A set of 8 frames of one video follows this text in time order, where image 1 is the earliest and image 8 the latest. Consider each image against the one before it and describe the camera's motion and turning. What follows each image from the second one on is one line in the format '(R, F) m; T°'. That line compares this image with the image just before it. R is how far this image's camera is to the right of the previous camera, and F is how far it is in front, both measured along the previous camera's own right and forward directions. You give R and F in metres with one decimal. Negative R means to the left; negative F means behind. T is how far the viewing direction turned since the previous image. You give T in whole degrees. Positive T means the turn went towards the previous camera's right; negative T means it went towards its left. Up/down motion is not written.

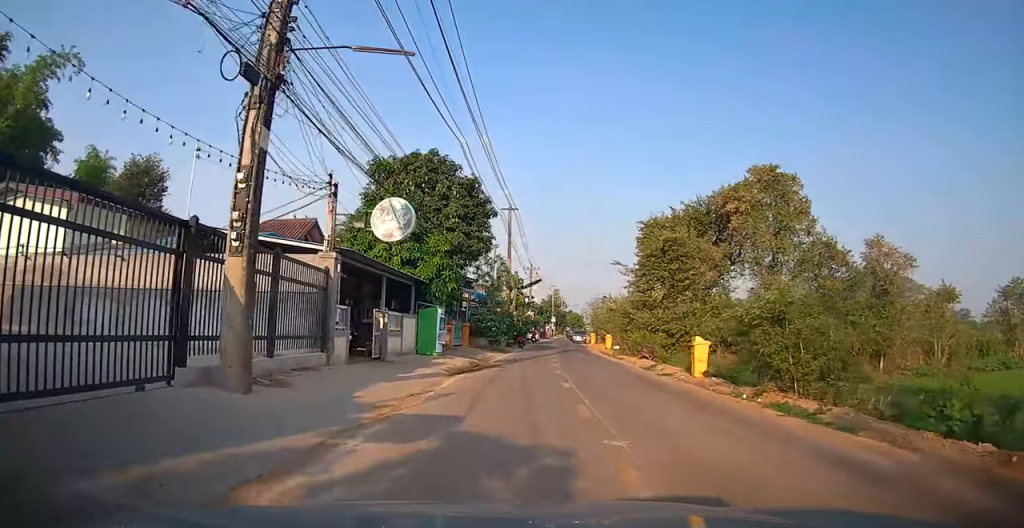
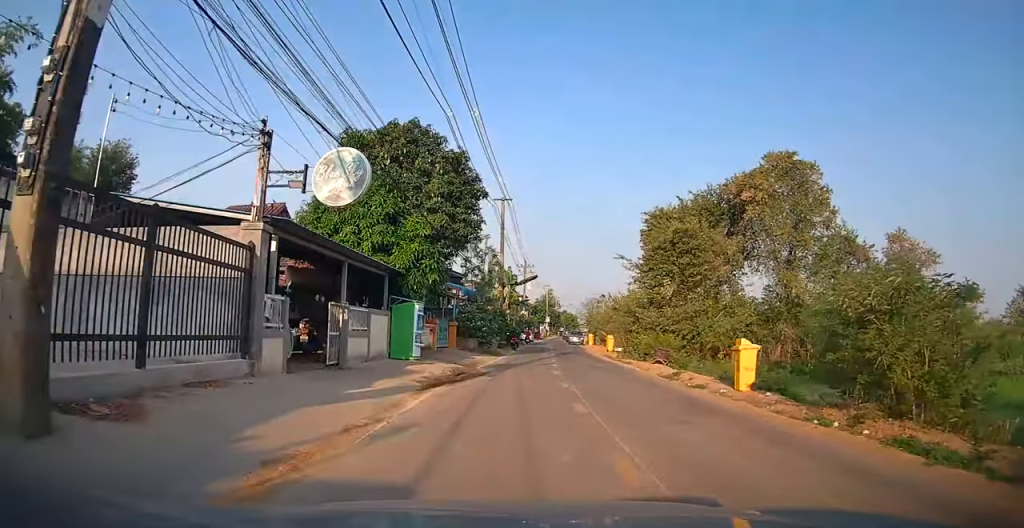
(+0.1, +3.5) m; +1°
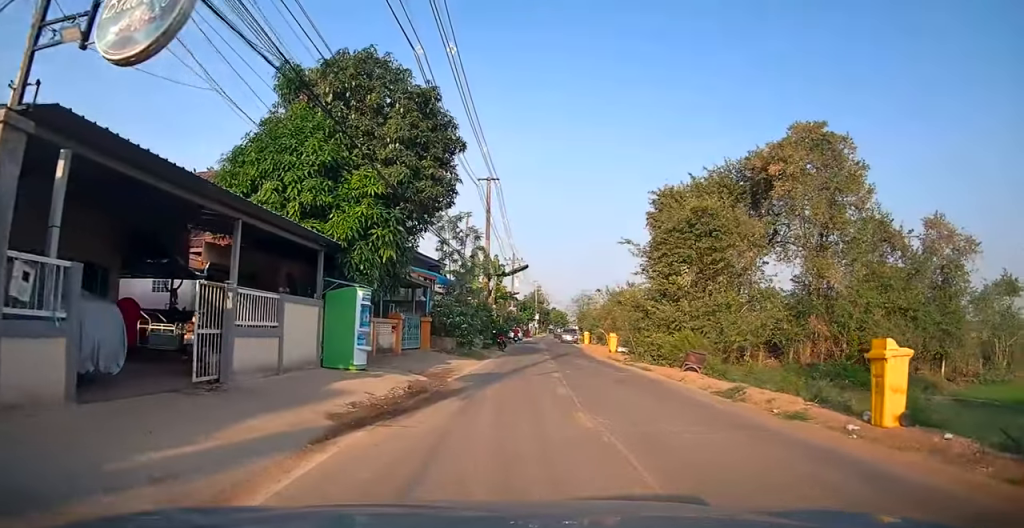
(0.0, +5.3) m; +2°
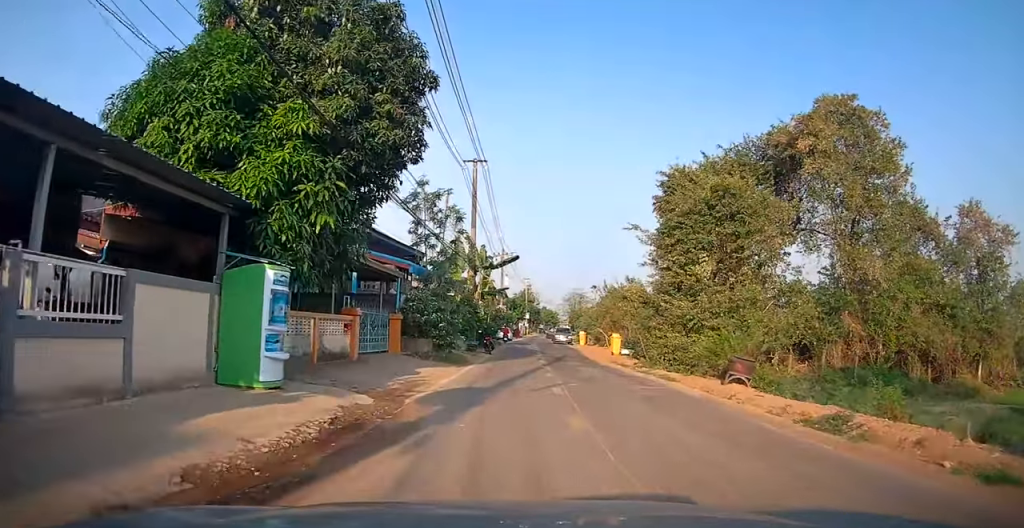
(-0.1, +4.2) m; +1°
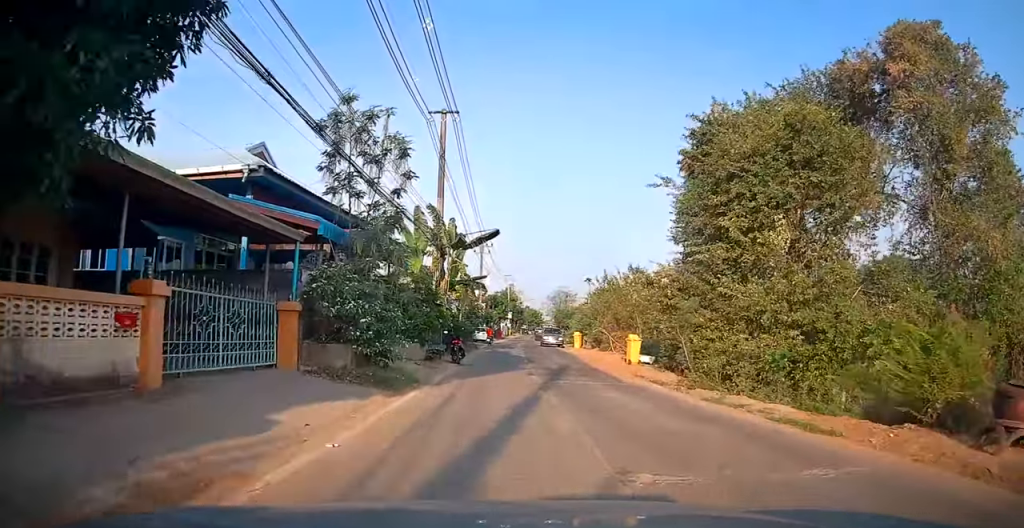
(+0.4, +8.9) m; 0°
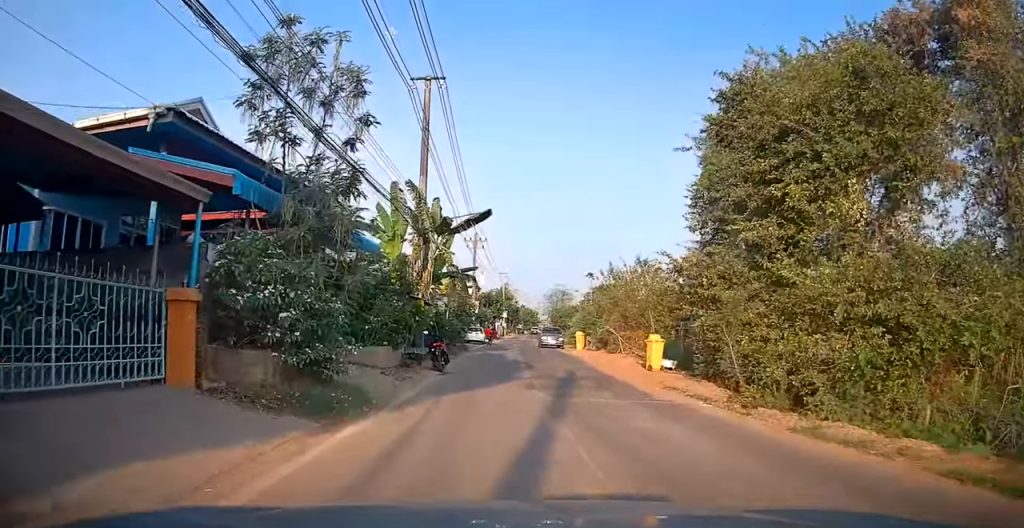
(-0.2, +4.2) m; -1°
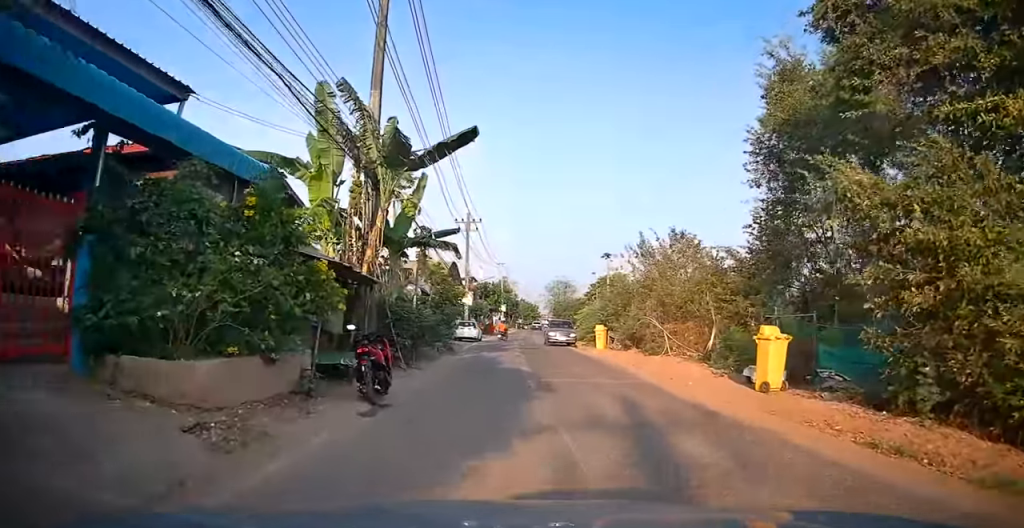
(-0.1, +9.0) m; 0°
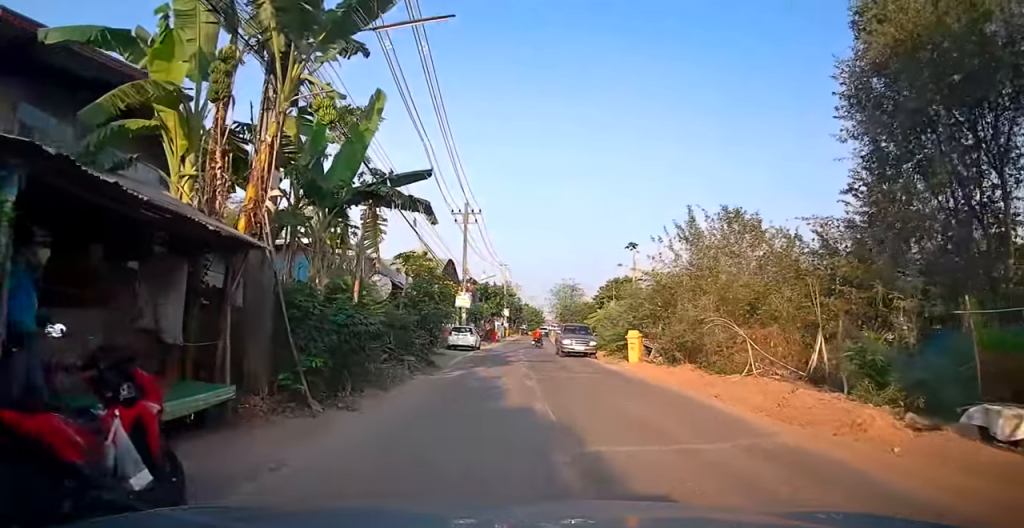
(+0.1, +7.3) m; +1°
